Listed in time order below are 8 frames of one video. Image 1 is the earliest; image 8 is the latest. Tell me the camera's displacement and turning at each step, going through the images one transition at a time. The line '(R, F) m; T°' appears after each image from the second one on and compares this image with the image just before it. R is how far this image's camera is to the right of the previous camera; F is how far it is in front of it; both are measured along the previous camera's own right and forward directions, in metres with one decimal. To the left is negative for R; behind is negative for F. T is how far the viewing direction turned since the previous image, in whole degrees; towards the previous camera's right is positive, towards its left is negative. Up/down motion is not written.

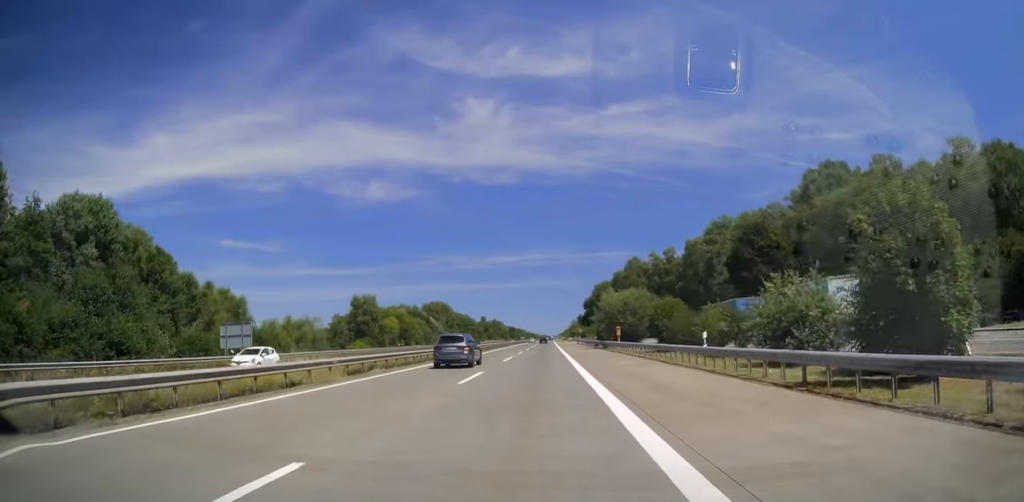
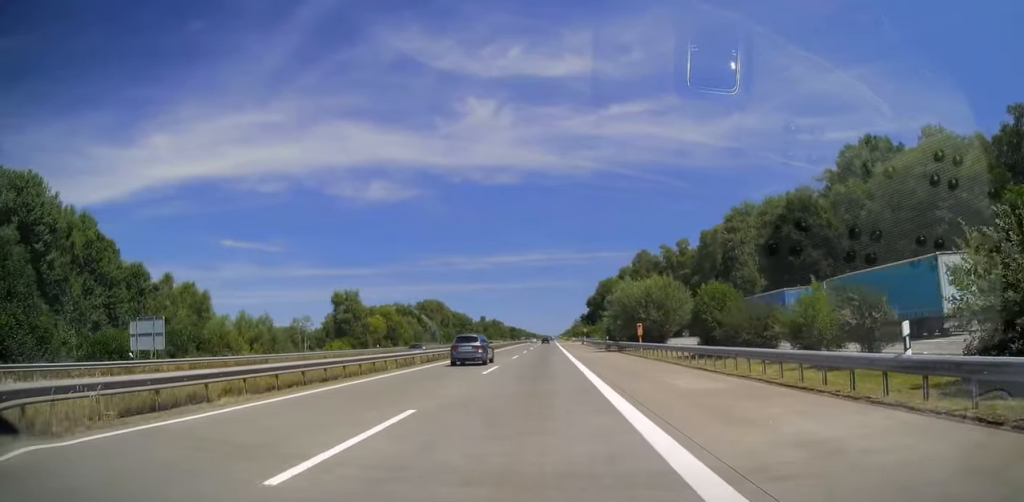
(+0.1, +12.8) m; 0°
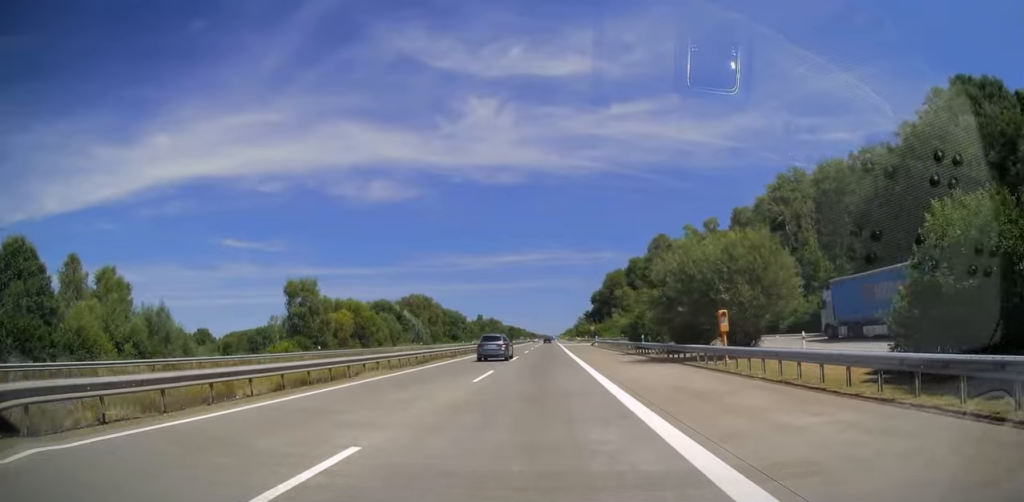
(+0.1, +22.1) m; 0°
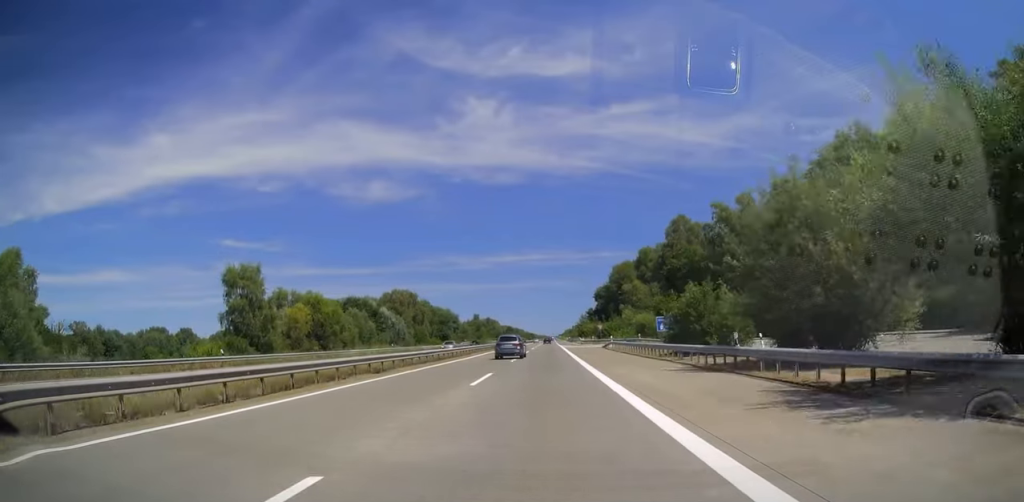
(0.0, +19.5) m; 0°
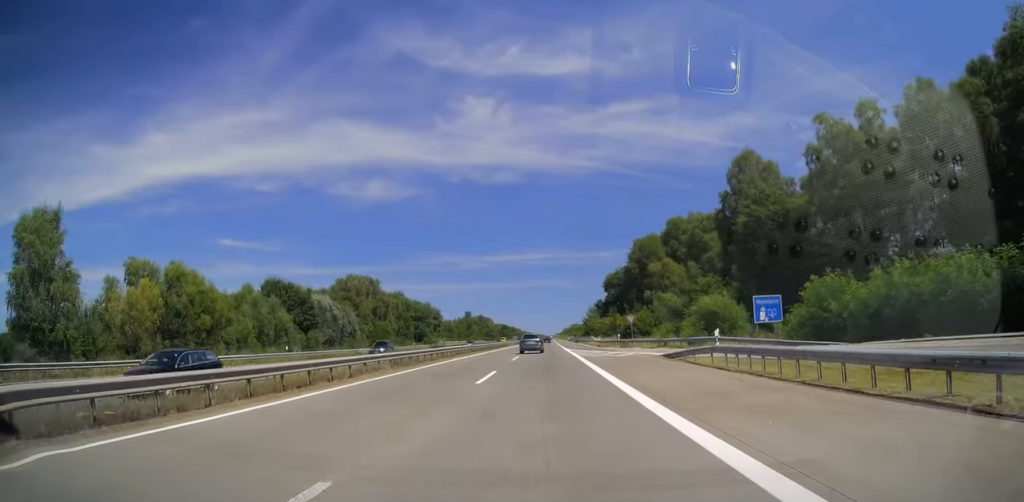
(0.0, +37.1) m; 0°
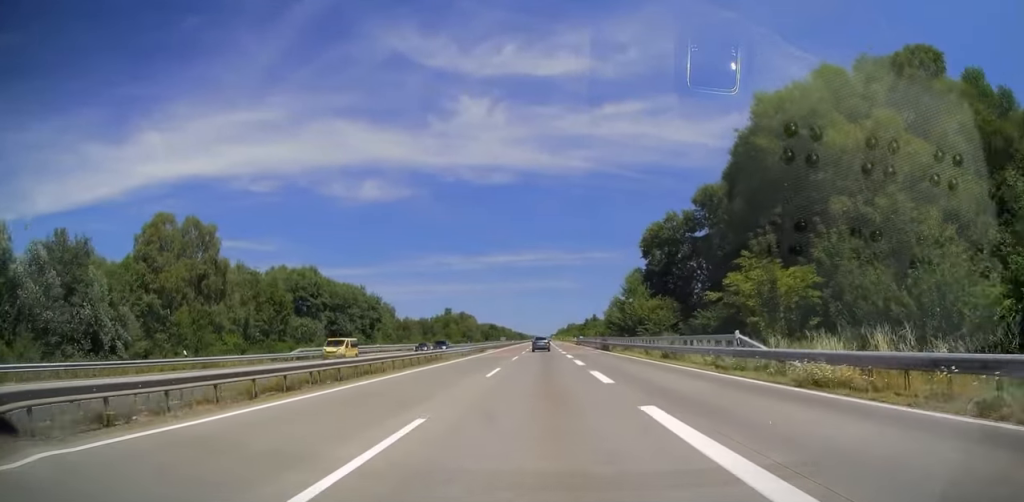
(-0.4, +67.8) m; 0°
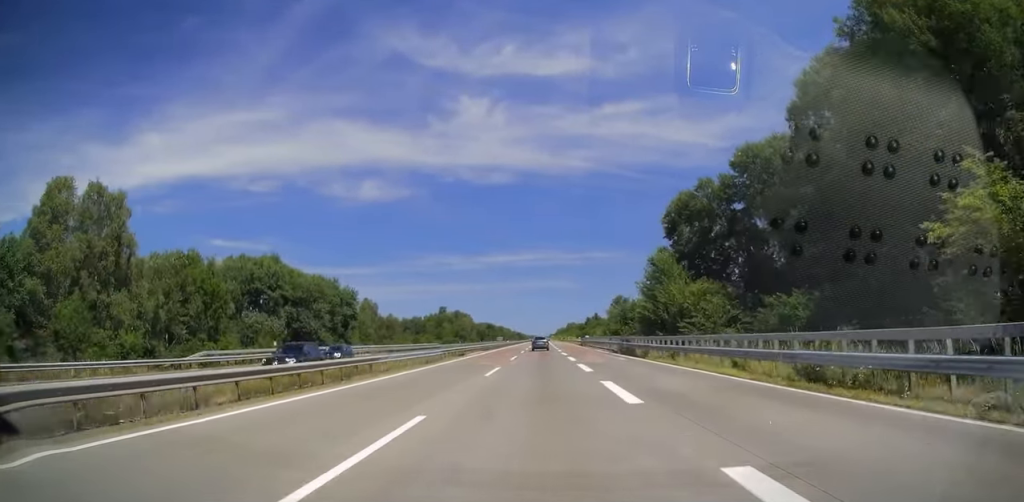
(+0.1, +17.6) m; 0°
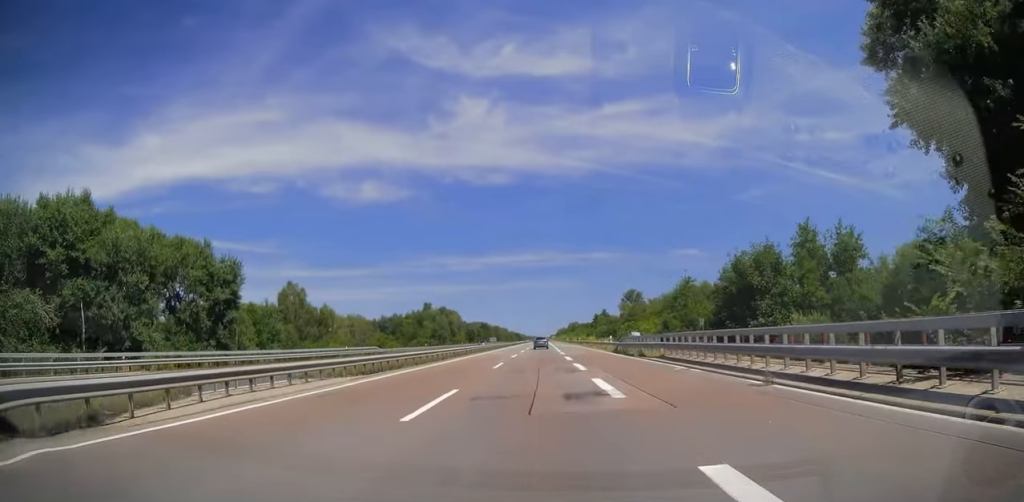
(+0.5, +48.0) m; +1°
